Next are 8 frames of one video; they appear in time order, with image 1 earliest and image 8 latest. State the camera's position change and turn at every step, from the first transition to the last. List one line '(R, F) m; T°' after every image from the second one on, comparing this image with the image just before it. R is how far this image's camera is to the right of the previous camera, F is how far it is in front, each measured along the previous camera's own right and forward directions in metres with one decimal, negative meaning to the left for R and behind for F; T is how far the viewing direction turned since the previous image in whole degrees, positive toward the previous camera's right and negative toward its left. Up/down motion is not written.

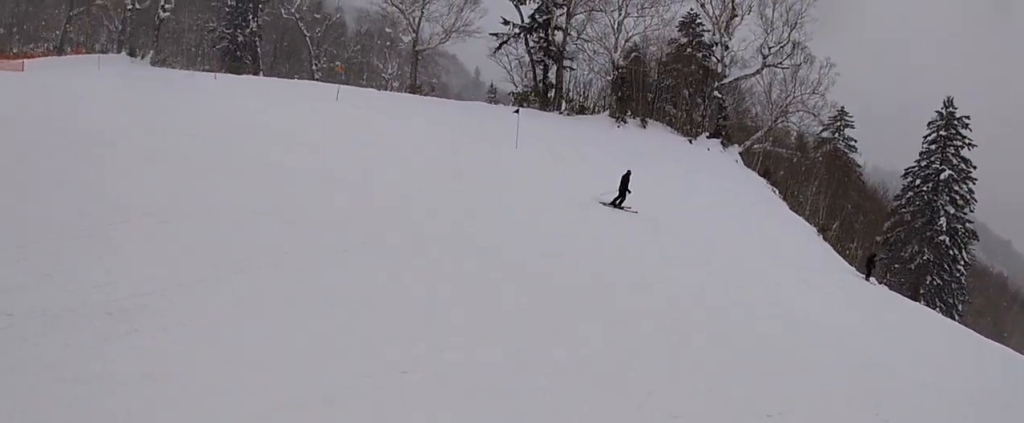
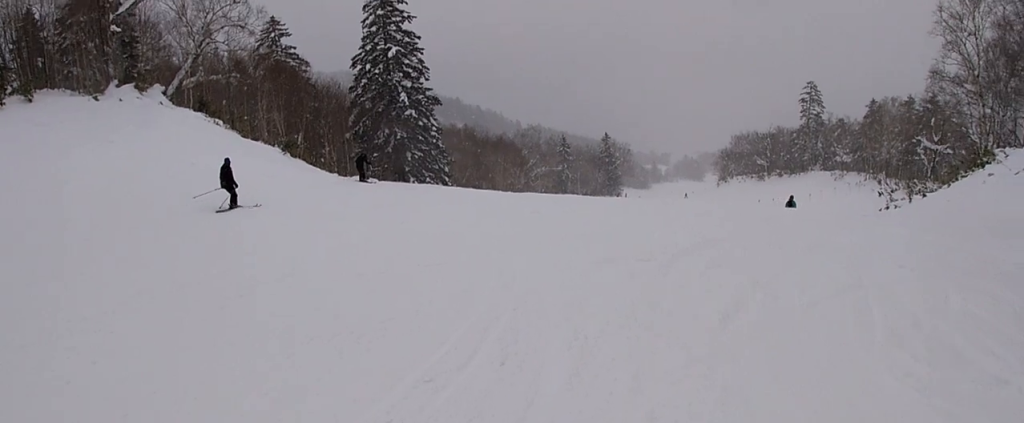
(+1.2, +5.9) m; +48°
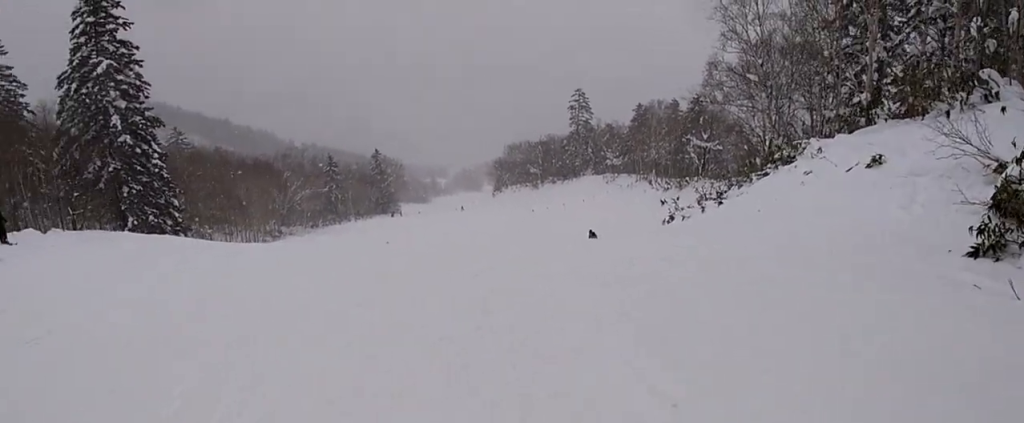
(+3.2, +6.2) m; +12°
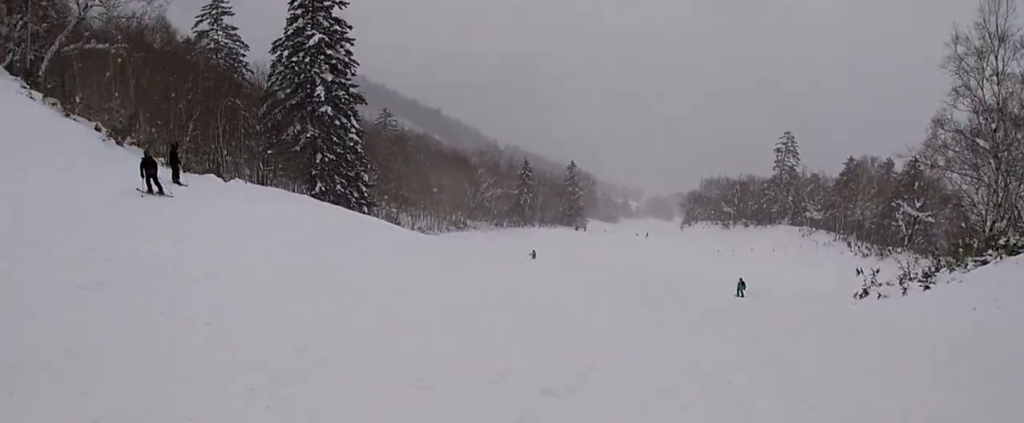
(+0.4, +2.0) m; -20°
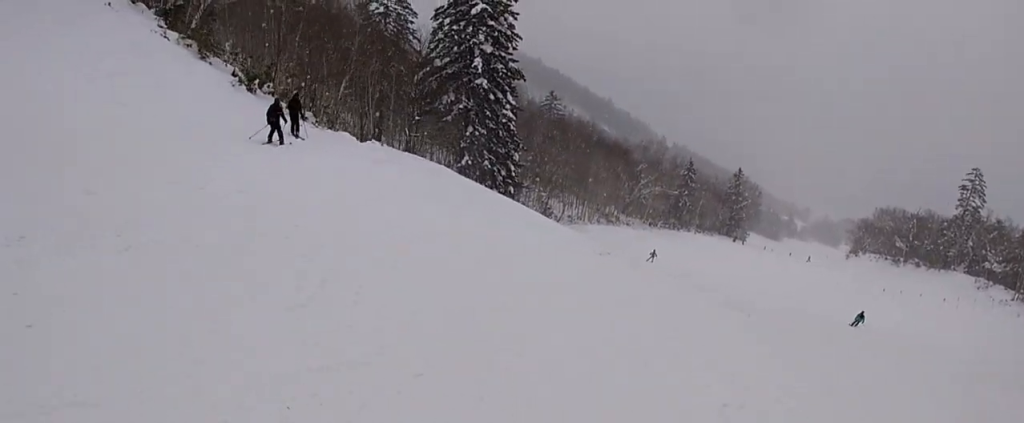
(-1.6, +1.8) m; -20°
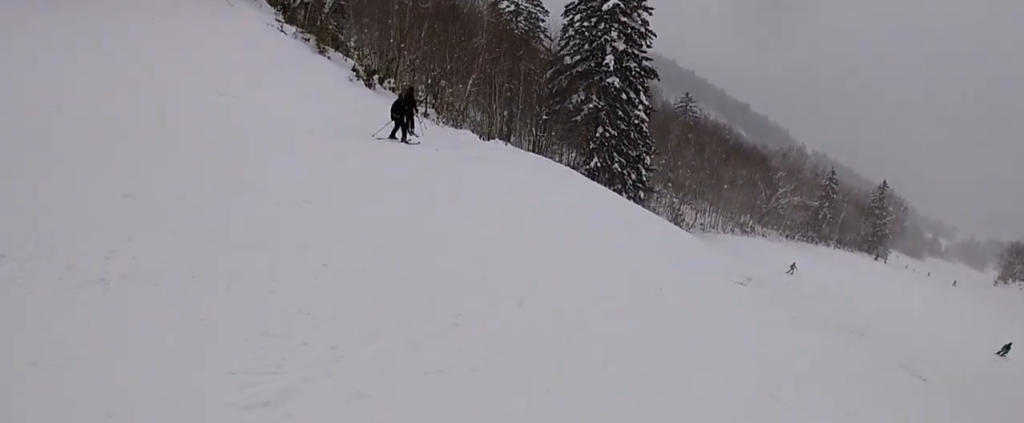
(-0.2, +1.7) m; -3°
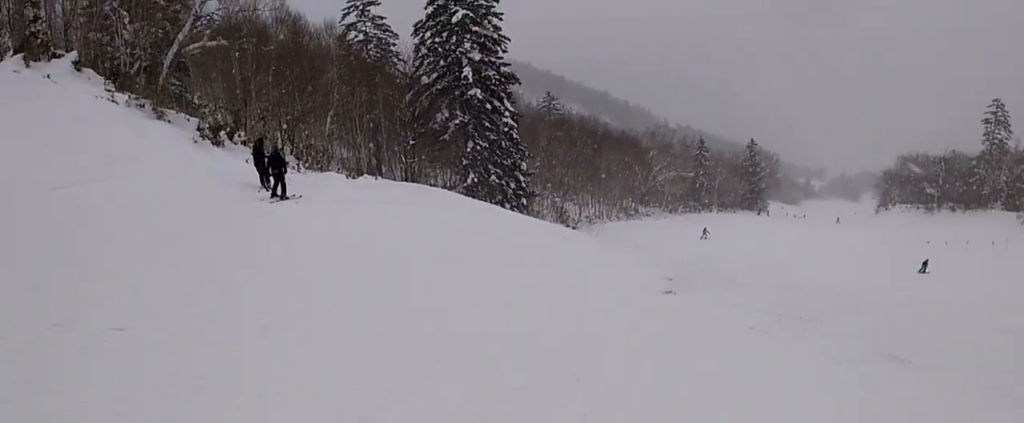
(+0.4, +2.1) m; +11°
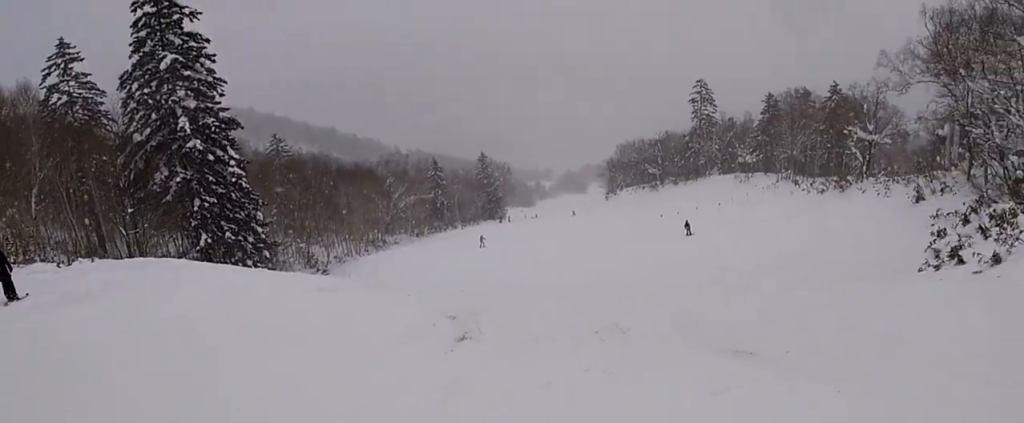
(+0.2, +2.1) m; +17°
